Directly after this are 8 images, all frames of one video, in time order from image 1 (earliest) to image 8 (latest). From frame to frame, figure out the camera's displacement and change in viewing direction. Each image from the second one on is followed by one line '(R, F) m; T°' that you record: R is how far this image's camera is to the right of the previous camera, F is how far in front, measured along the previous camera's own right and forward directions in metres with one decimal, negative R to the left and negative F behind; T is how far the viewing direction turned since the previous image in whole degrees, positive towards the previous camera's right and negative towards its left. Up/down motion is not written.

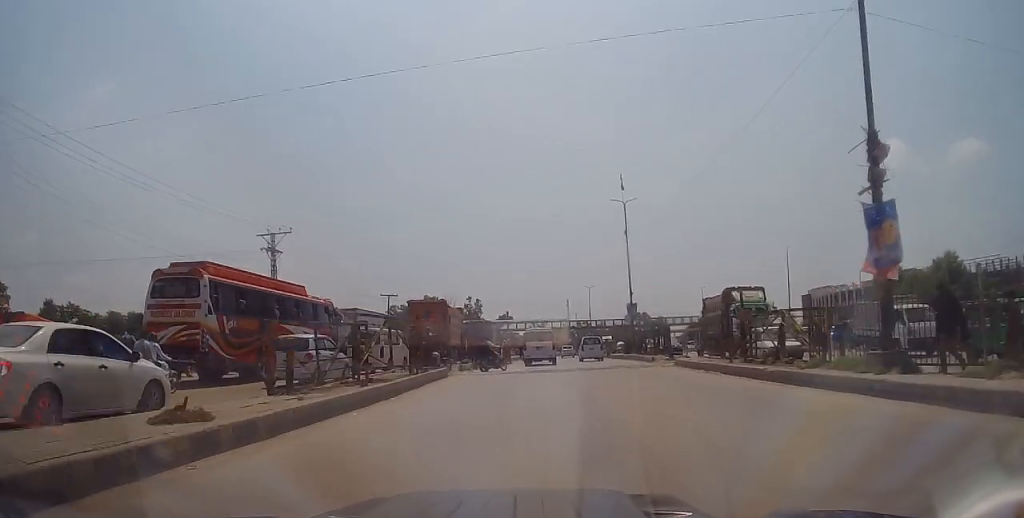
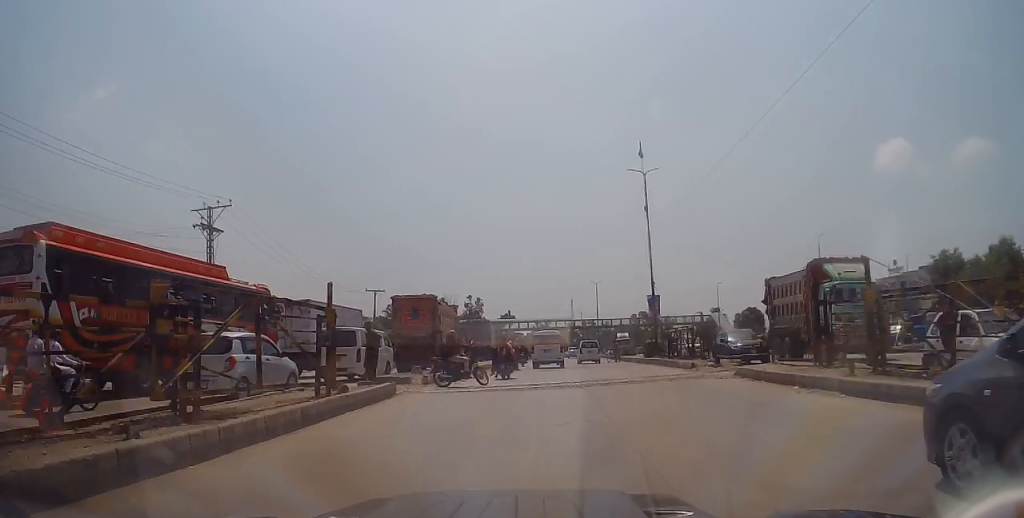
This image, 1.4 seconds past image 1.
(-0.4, +8.3) m; -1°
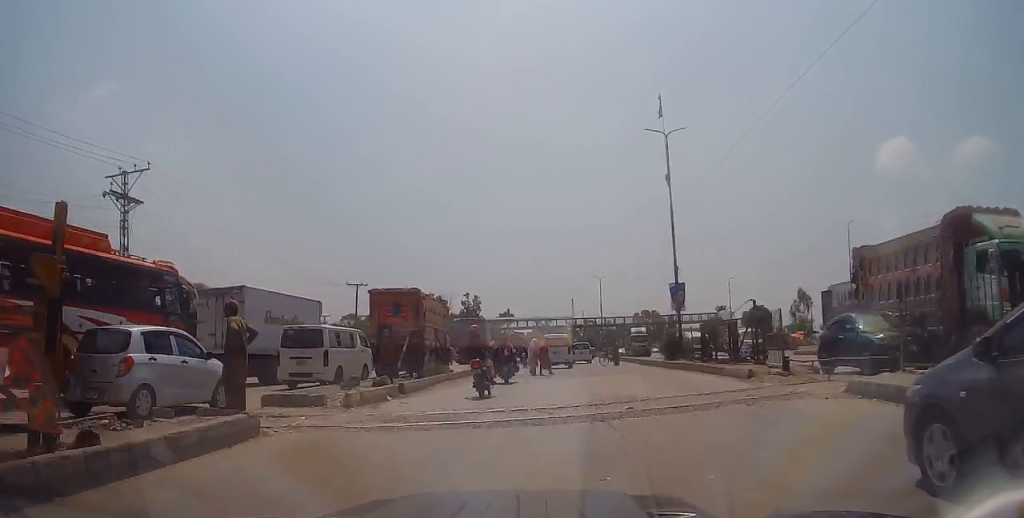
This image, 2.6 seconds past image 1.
(+0.4, +7.0) m; +2°
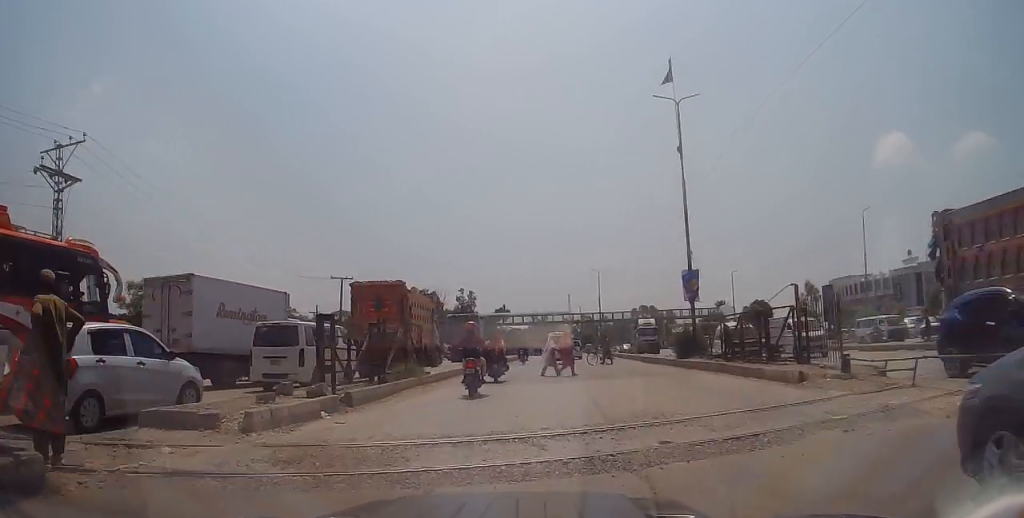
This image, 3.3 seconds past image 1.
(+0.1, +3.9) m; -3°
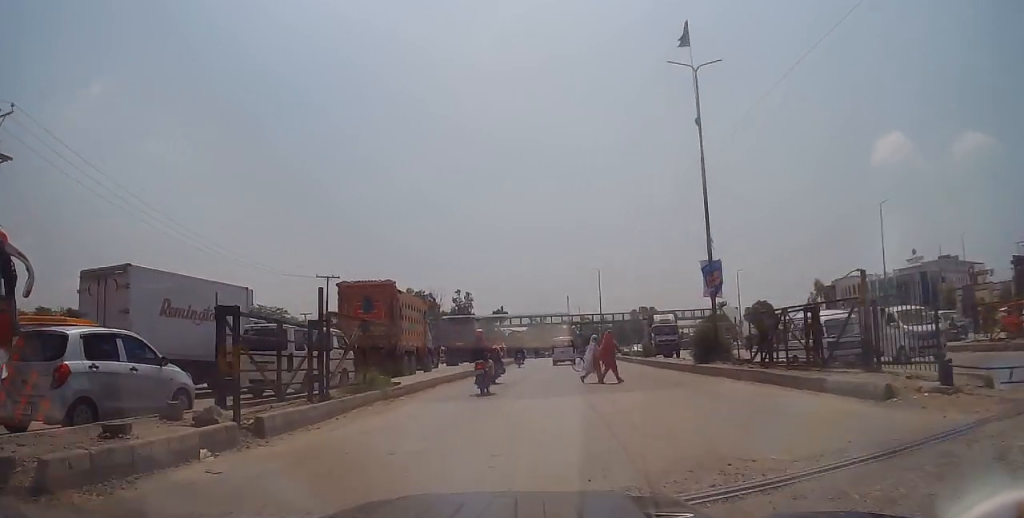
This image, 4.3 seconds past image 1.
(-0.4, +3.9) m; -1°
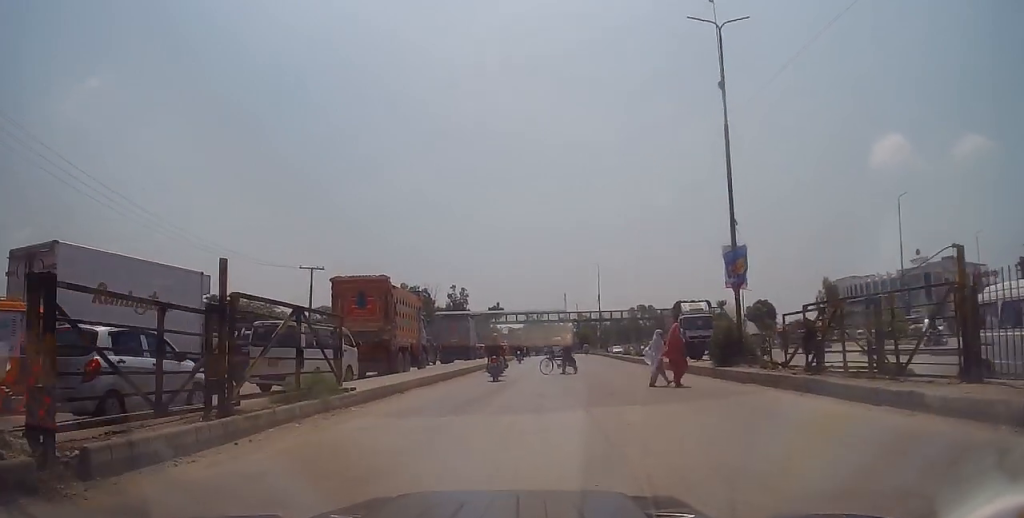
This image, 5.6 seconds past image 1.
(+0.4, +3.7) m; +6°
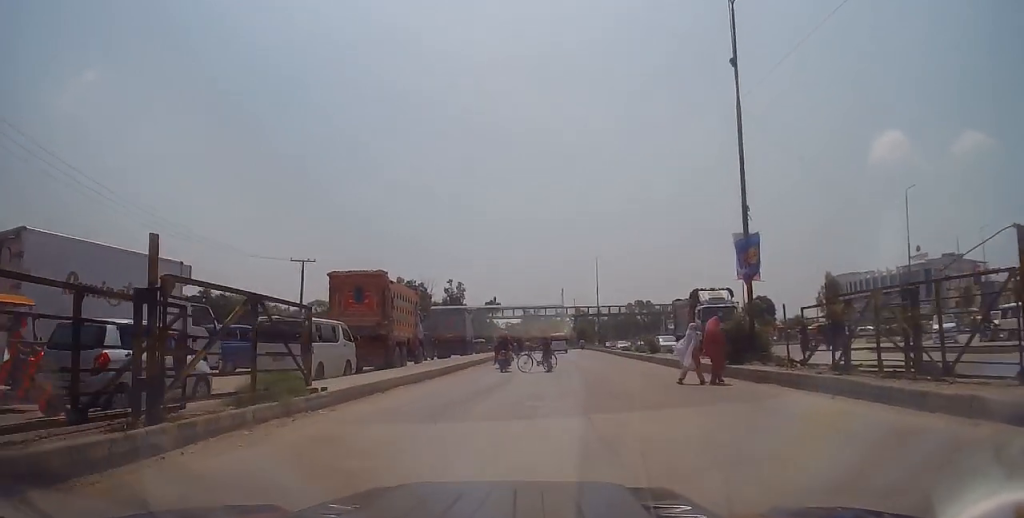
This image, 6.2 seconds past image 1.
(0.0, +1.6) m; 0°
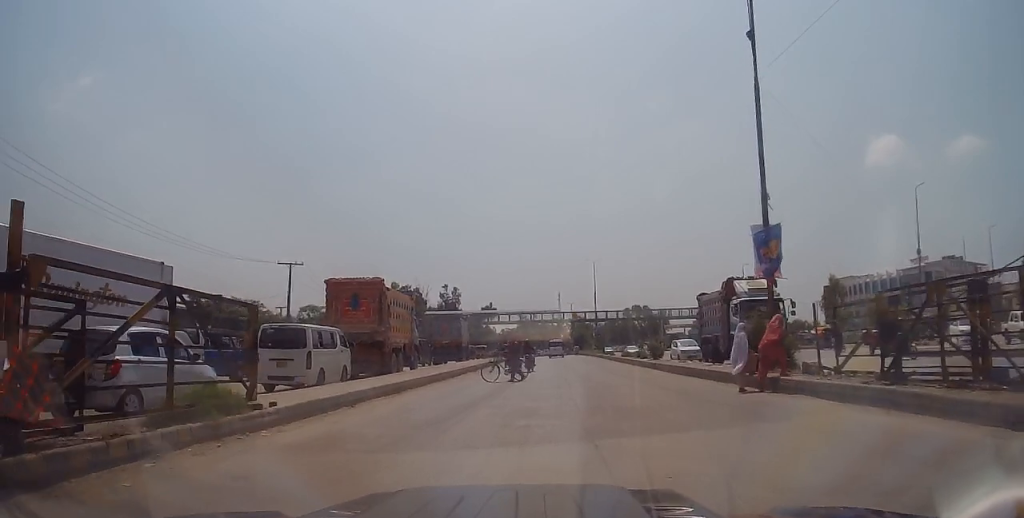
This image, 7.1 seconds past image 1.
(0.0, +2.0) m; 0°
